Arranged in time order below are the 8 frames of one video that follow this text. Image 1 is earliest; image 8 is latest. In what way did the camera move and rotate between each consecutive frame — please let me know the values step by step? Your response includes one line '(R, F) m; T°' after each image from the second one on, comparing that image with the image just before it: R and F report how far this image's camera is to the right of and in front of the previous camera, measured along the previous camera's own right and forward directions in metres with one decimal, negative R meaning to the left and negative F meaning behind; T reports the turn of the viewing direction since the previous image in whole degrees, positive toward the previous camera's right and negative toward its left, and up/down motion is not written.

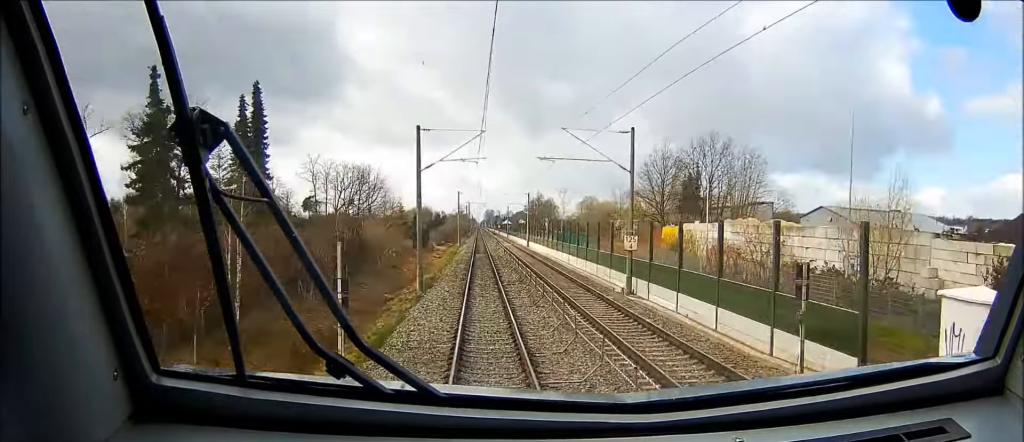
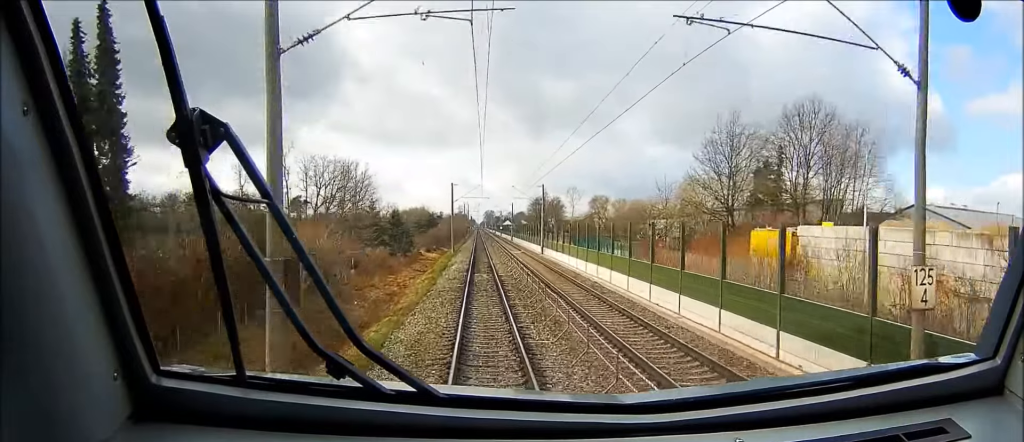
(+0.1, +26.2) m; 0°
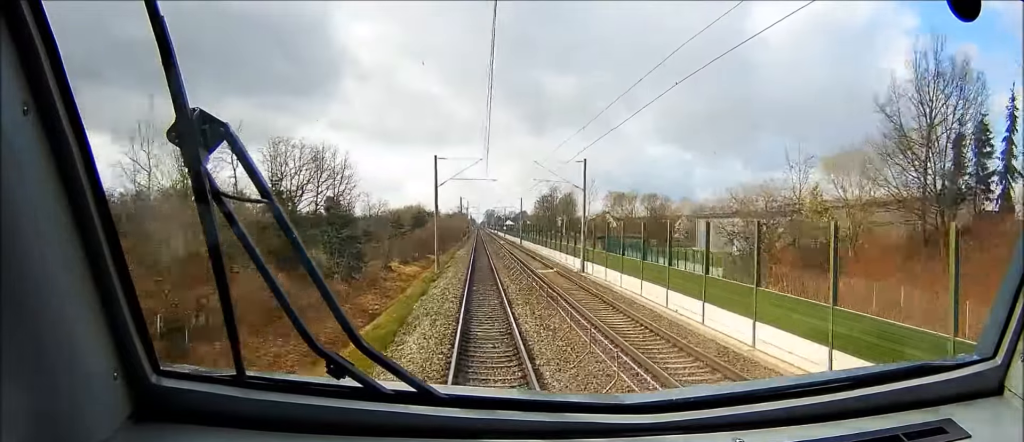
(+0.1, +33.6) m; 0°
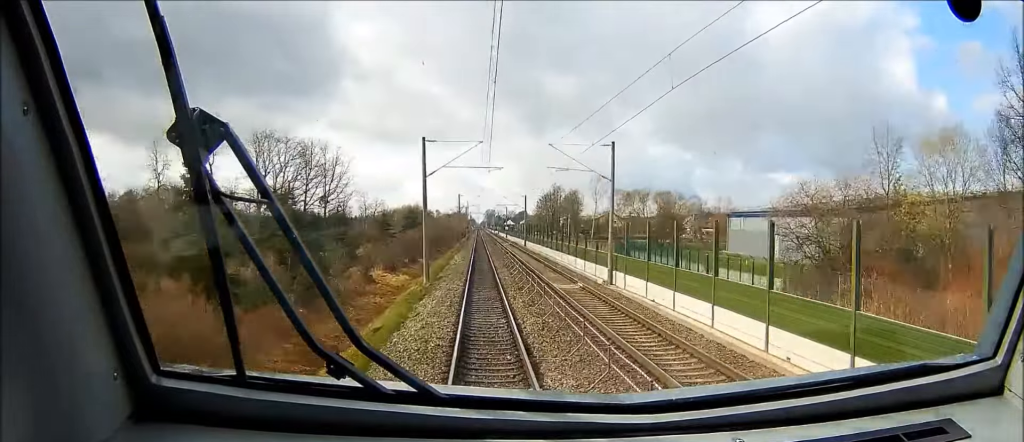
(0.0, +11.2) m; 0°
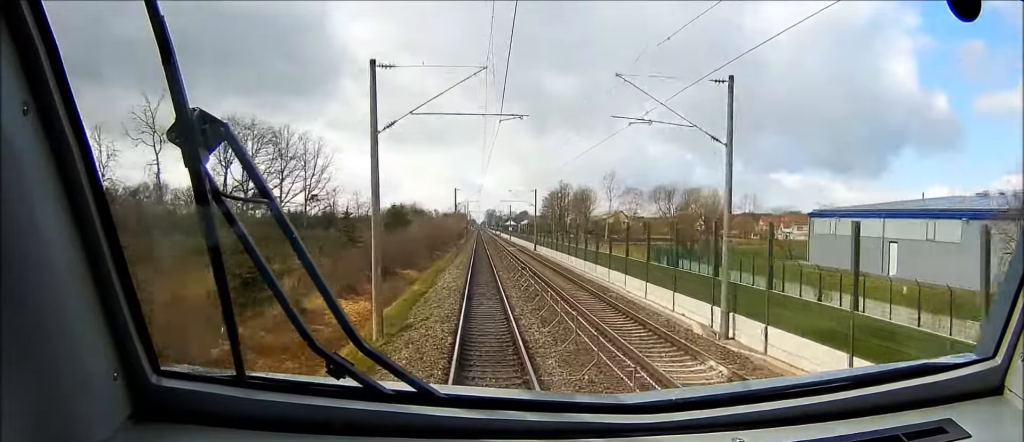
(-0.2, +20.4) m; -1°
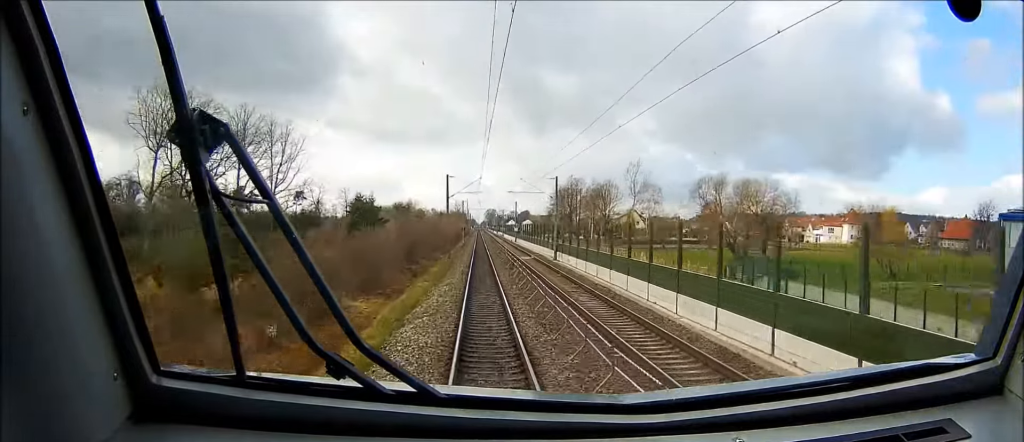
(-0.2, +25.0) m; -1°
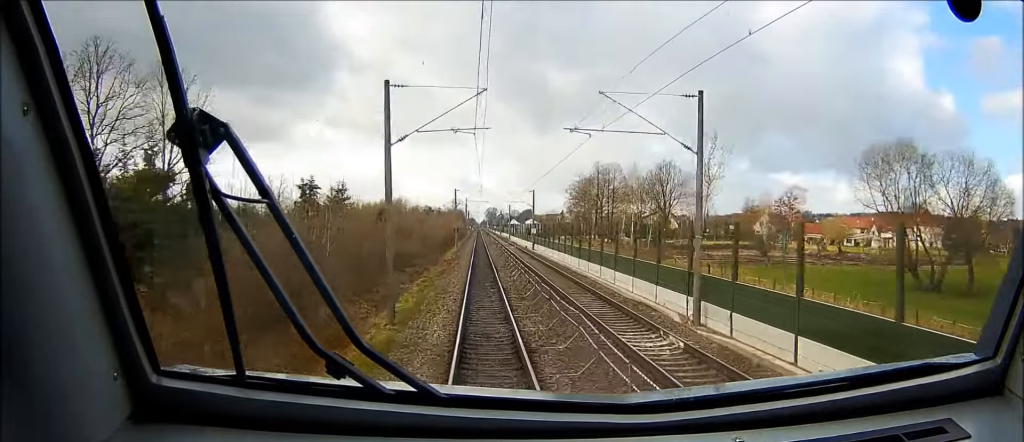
(-0.4, +46.7) m; -1°
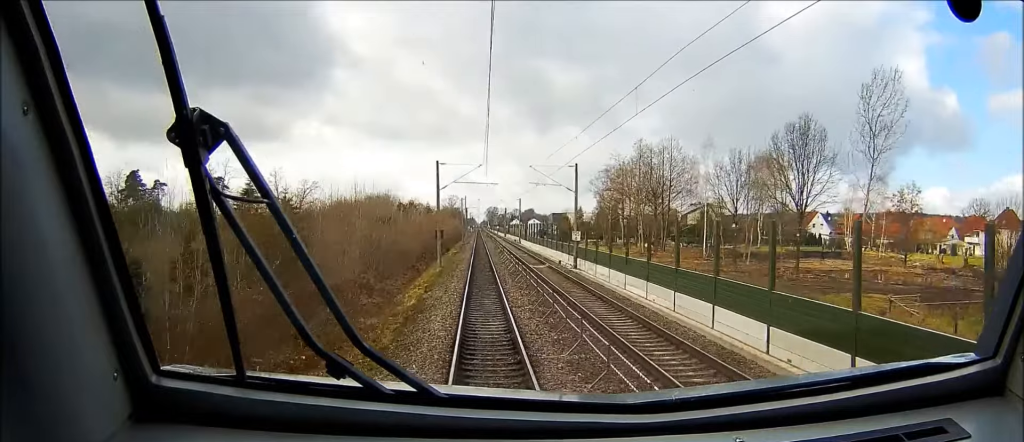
(-0.2, +44.4) m; 0°
